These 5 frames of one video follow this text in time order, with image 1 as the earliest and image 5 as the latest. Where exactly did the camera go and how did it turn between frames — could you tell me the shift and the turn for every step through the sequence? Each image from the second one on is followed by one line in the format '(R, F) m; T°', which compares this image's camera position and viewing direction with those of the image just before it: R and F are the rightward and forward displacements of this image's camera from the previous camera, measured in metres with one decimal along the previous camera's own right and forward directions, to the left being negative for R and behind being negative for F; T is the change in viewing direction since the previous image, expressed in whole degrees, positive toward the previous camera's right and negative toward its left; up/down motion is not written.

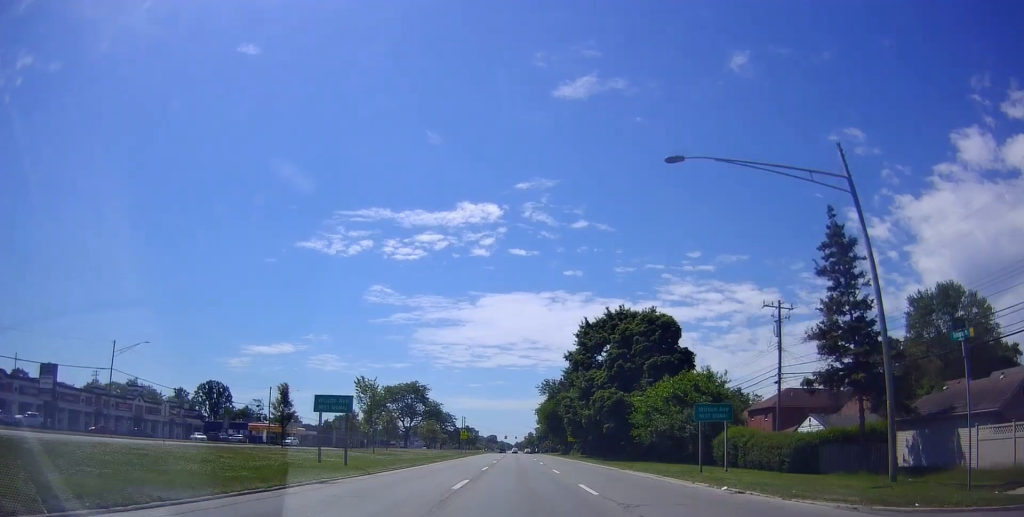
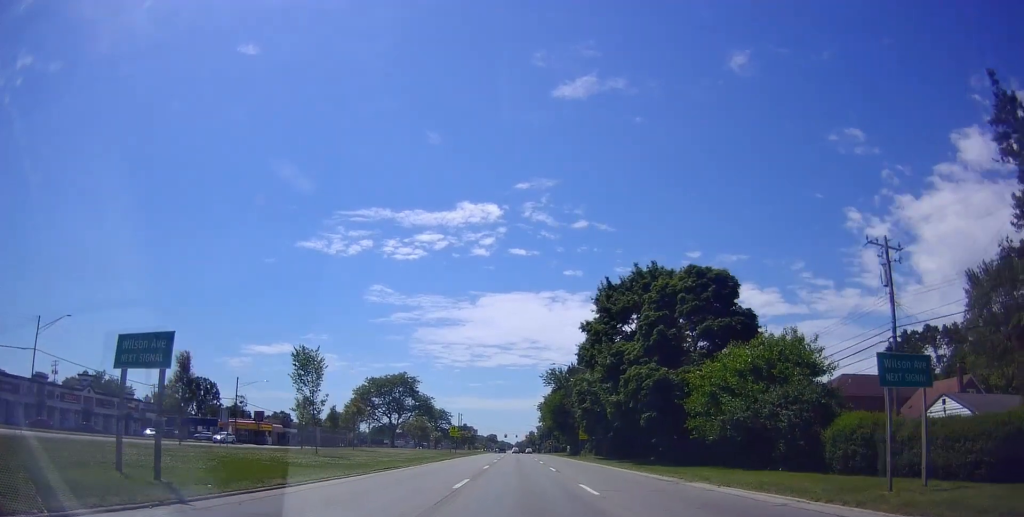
(-0.6, +13.1) m; 0°
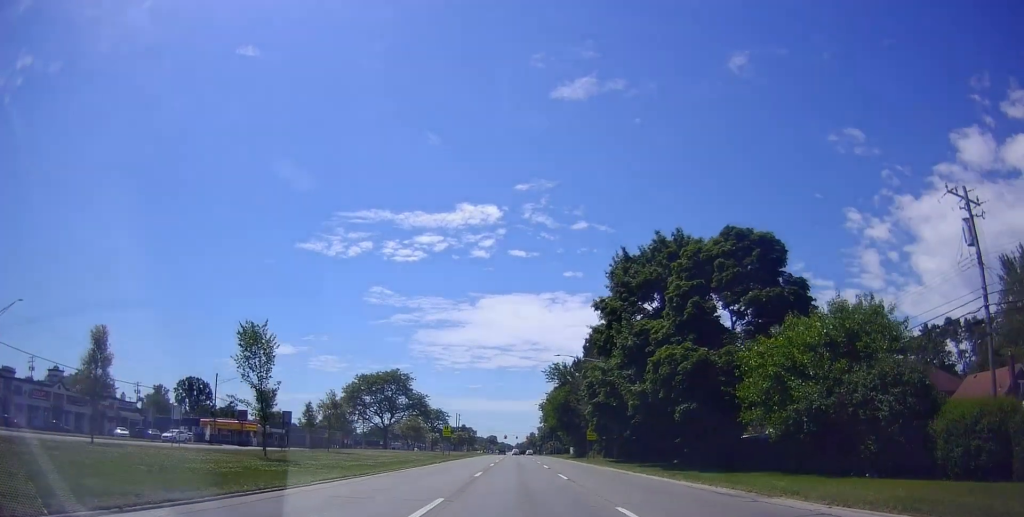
(+0.1, +6.9) m; +1°
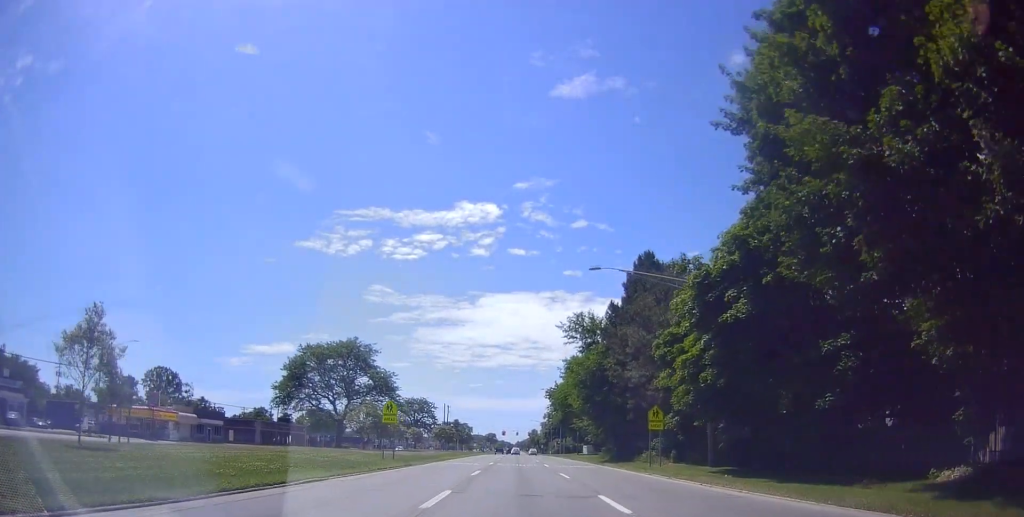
(+0.9, +27.6) m; +1°
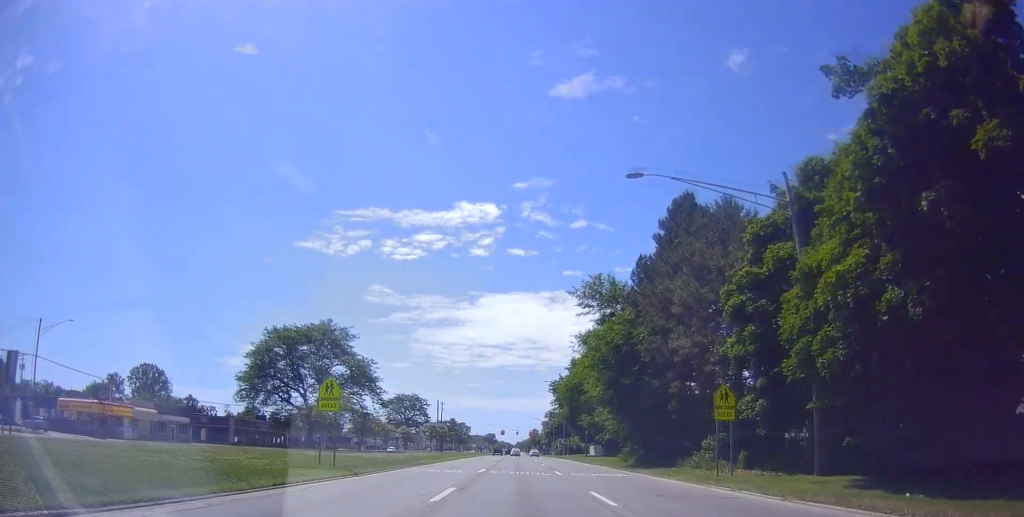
(-0.3, +11.3) m; 0°
